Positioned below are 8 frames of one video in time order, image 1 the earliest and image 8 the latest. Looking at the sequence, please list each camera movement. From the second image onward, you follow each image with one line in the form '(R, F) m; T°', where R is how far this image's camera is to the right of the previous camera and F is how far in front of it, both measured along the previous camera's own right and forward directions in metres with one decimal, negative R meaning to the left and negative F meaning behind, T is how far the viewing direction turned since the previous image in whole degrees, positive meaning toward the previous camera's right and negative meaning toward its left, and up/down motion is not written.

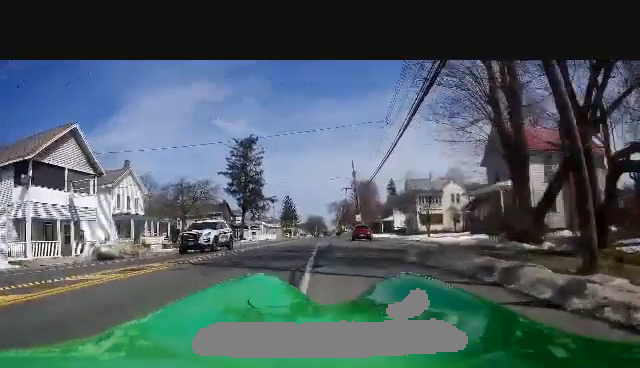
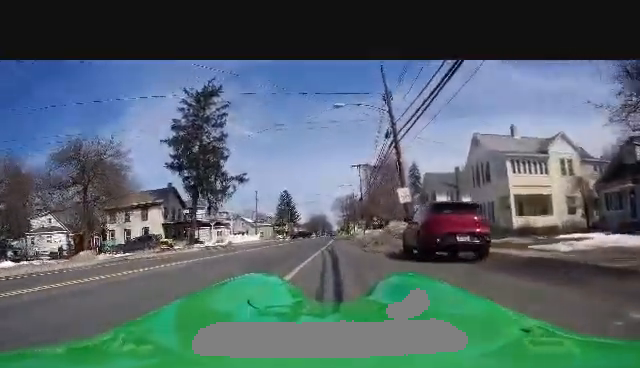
(-1.3, +26.5) m; -2°
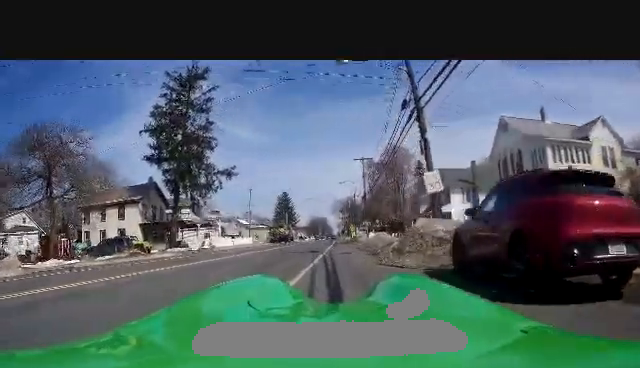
(+0.3, +5.4) m; +2°
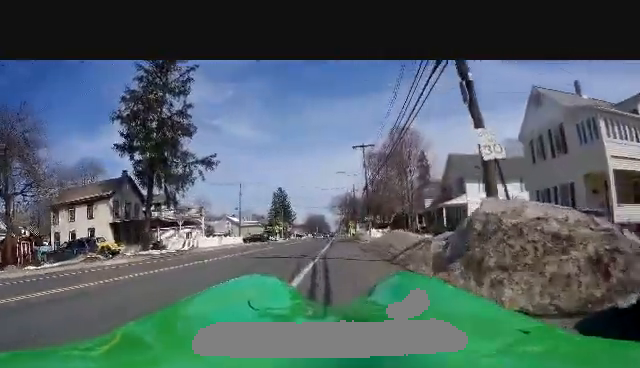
(+0.1, +5.4) m; 0°
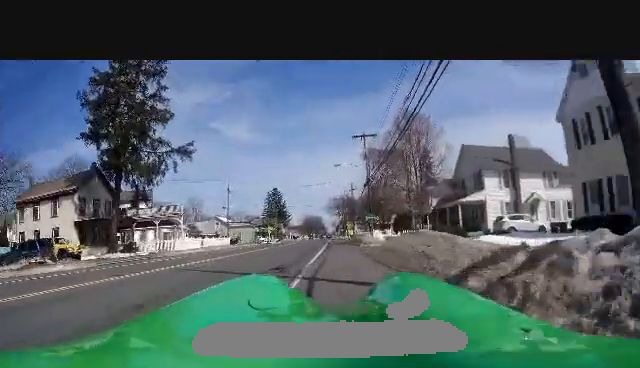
(+0.1, +5.0) m; -1°
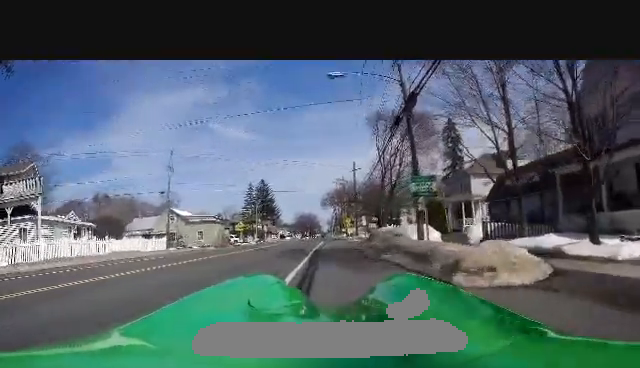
(+0.2, +19.7) m; -1°
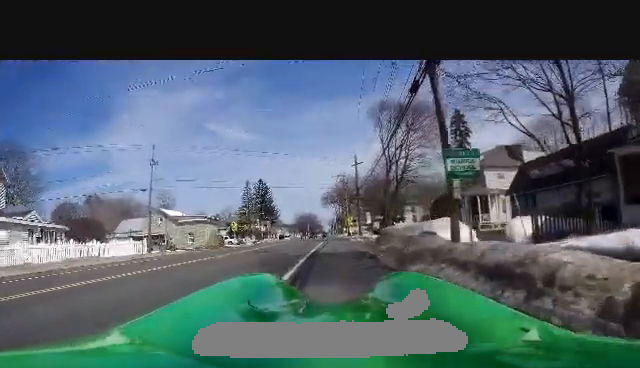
(-0.1, +4.0) m; -1°
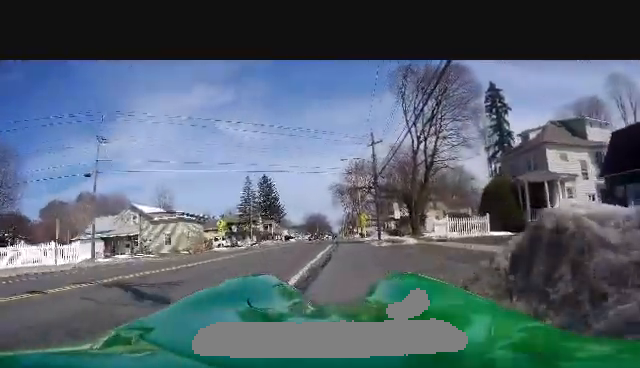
(-0.5, +10.1) m; -2°
